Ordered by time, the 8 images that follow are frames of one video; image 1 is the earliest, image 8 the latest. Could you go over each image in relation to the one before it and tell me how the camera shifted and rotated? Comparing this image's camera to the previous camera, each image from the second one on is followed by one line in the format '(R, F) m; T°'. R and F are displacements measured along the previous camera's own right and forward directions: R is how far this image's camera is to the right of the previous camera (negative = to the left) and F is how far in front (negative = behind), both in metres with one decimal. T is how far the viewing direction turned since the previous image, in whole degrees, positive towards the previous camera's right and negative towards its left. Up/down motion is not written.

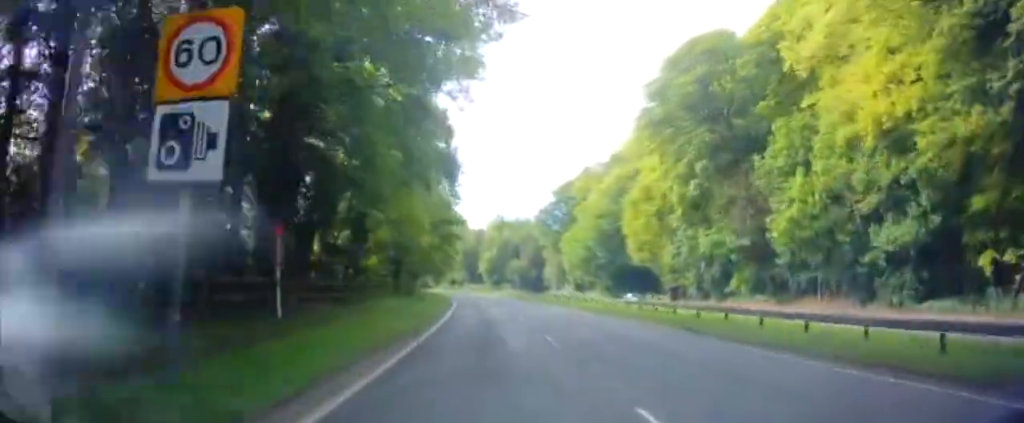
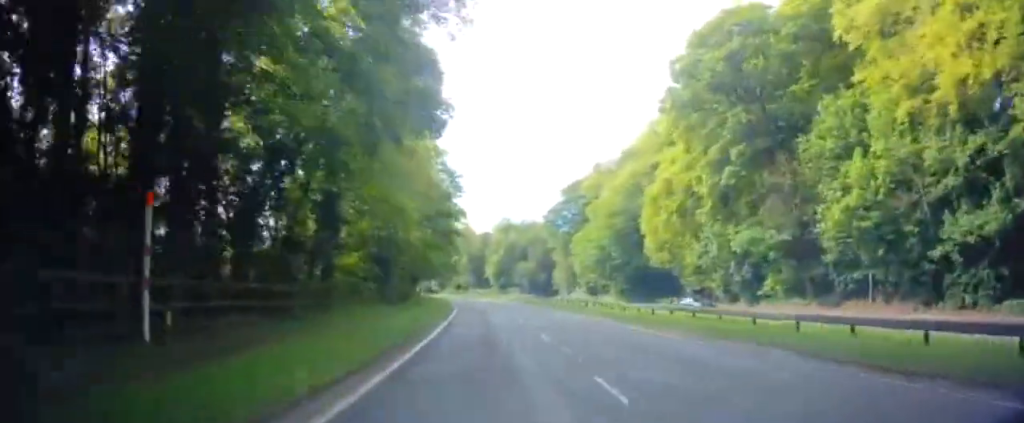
(0.0, +6.6) m; -1°
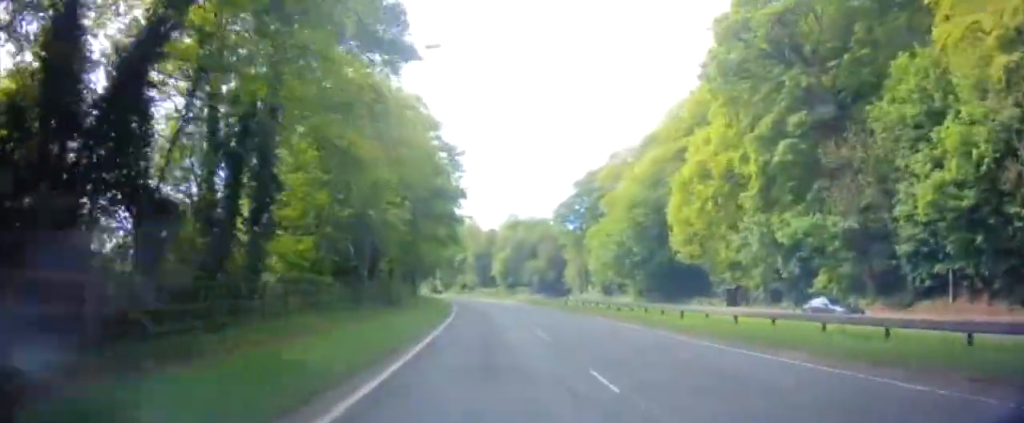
(-0.1, +8.2) m; -1°
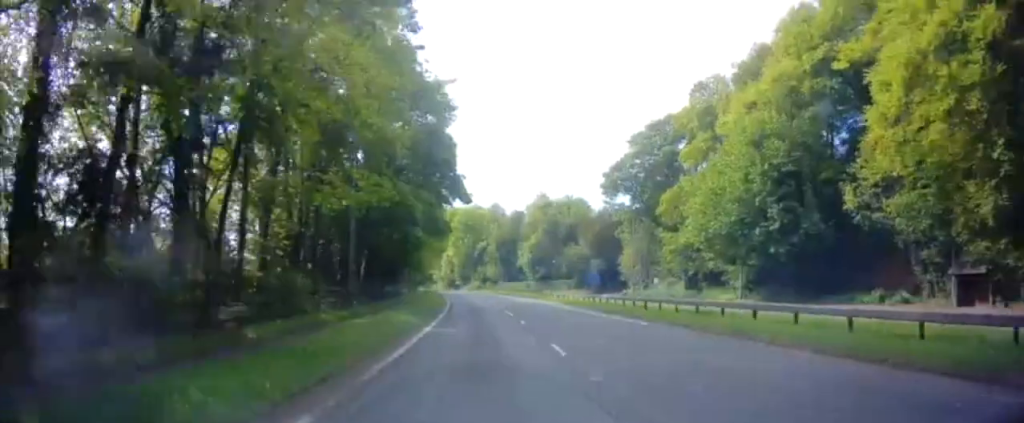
(-1.8, +31.3) m; -6°
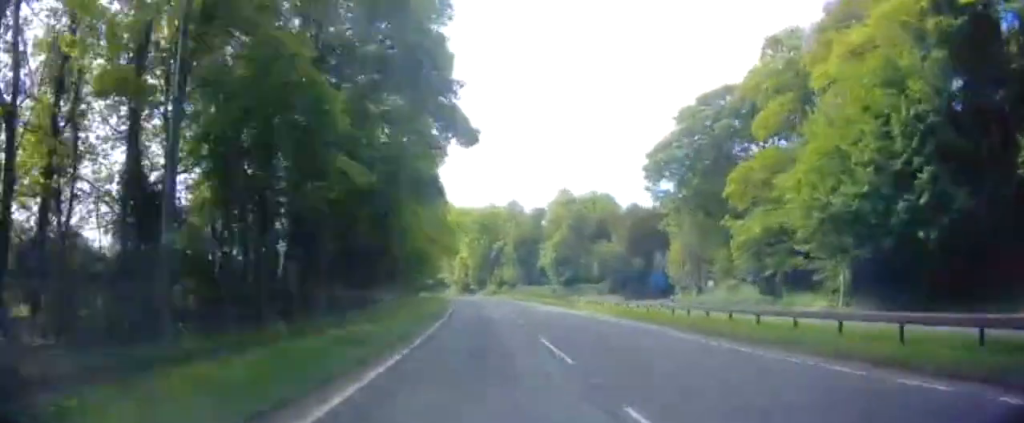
(-0.1, +15.2) m; -1°
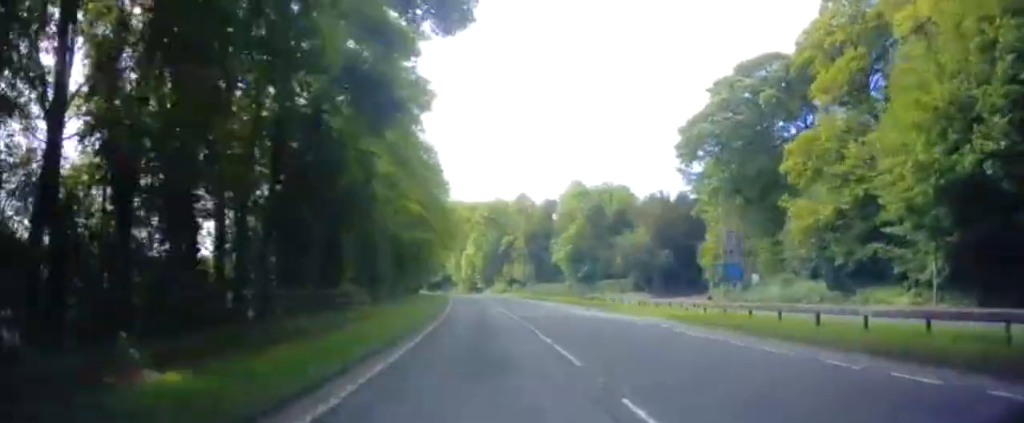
(0.0, +9.8) m; 0°
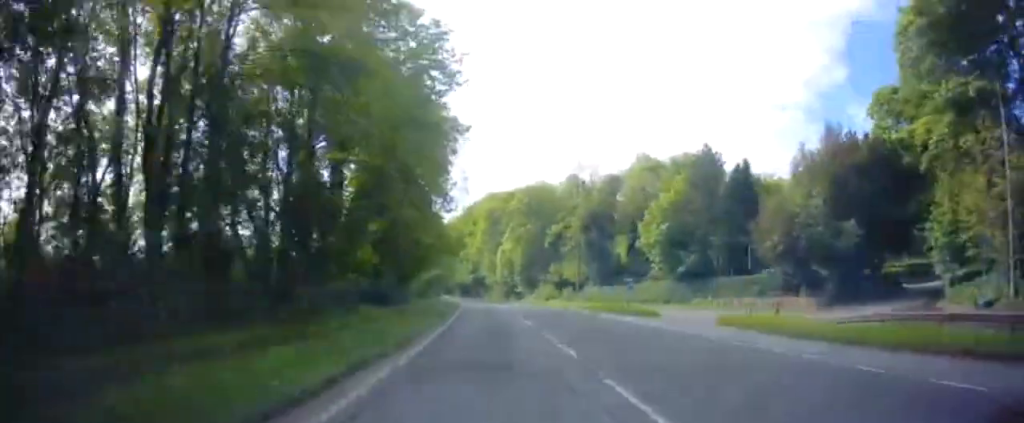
(-0.2, +34.6) m; -2°
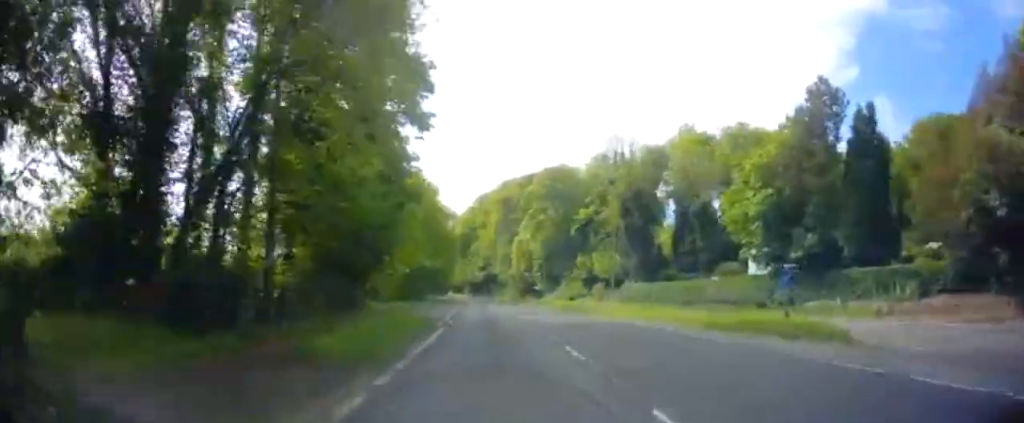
(-0.4, +19.8) m; -2°
